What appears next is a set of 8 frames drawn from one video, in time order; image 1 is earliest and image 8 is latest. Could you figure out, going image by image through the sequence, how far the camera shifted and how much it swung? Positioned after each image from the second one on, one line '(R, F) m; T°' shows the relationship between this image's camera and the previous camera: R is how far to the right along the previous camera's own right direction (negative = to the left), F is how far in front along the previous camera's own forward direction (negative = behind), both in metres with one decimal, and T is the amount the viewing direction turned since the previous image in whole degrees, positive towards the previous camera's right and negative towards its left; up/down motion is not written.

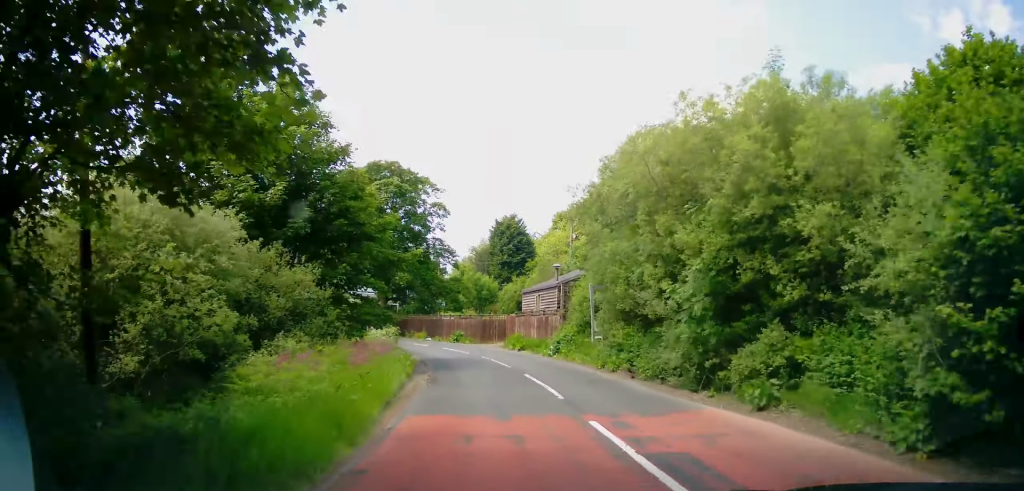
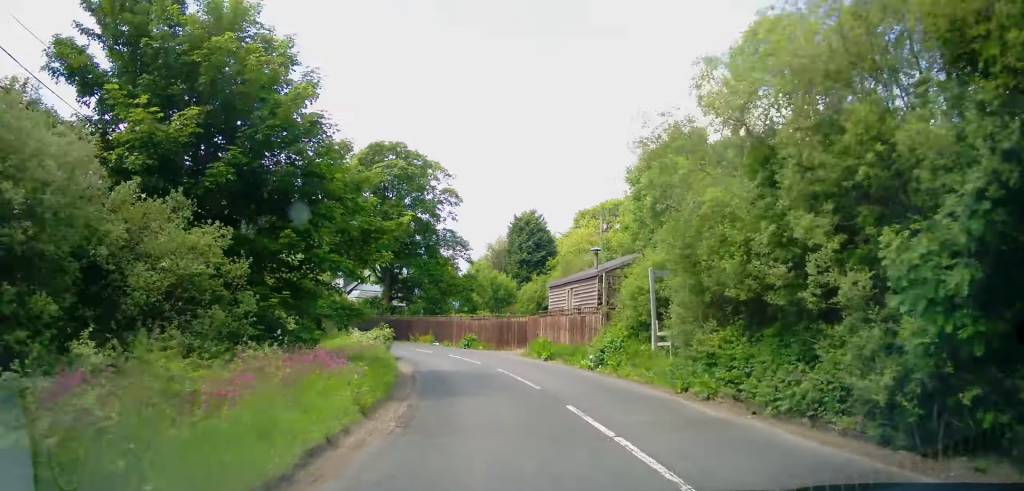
(+0.1, +6.6) m; -1°
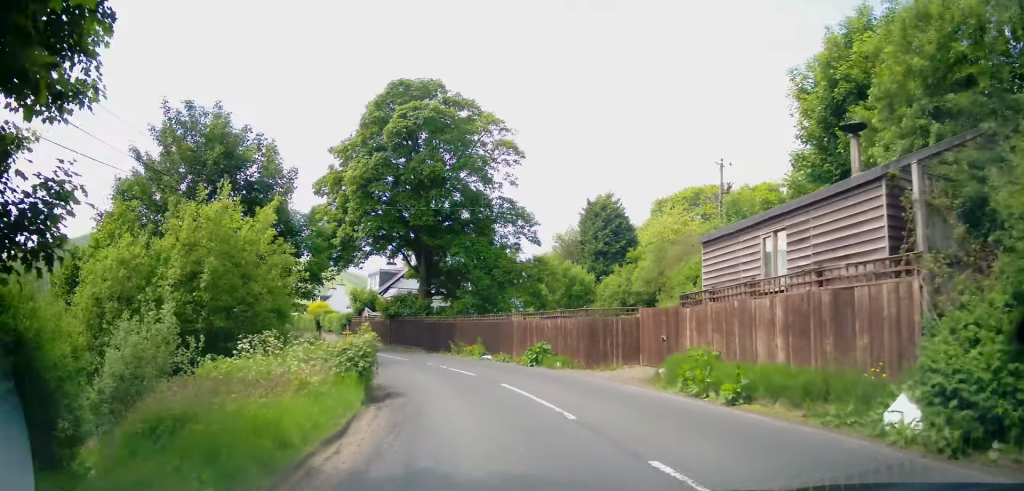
(-0.5, +13.7) m; -7°
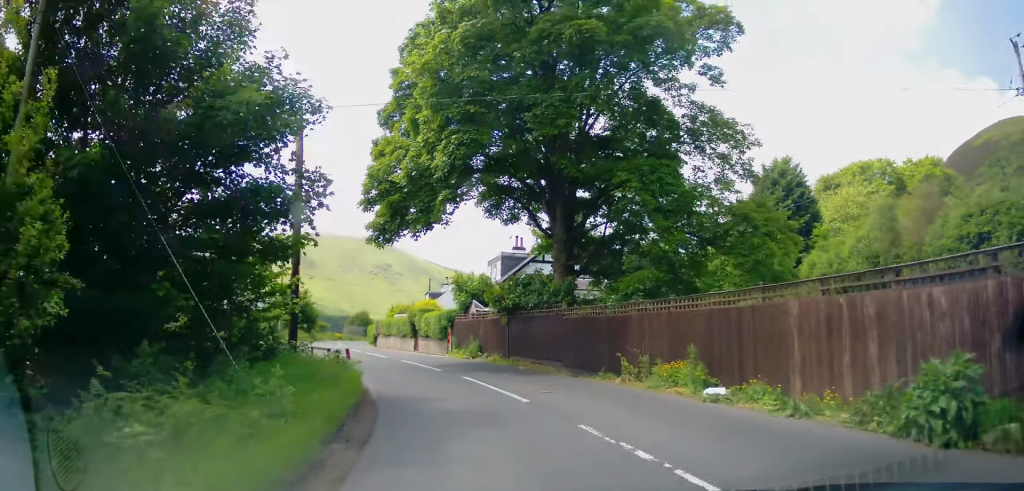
(-1.8, +15.8) m; -13°
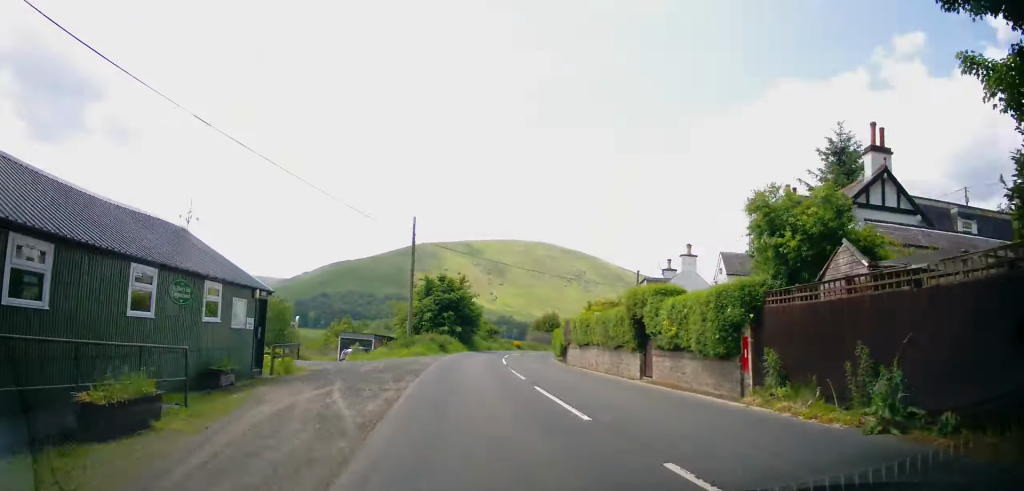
(-3.1, +20.0) m; -15°
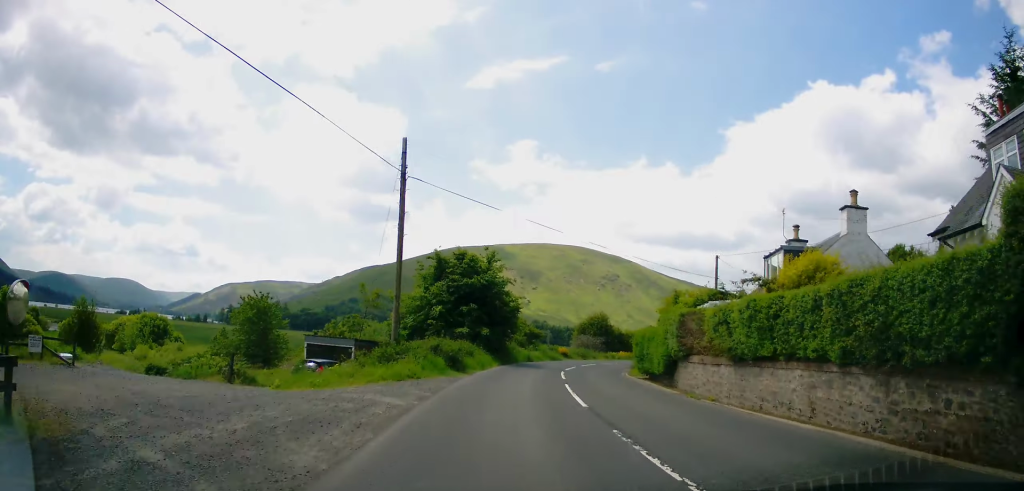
(-1.0, +14.6) m; -4°
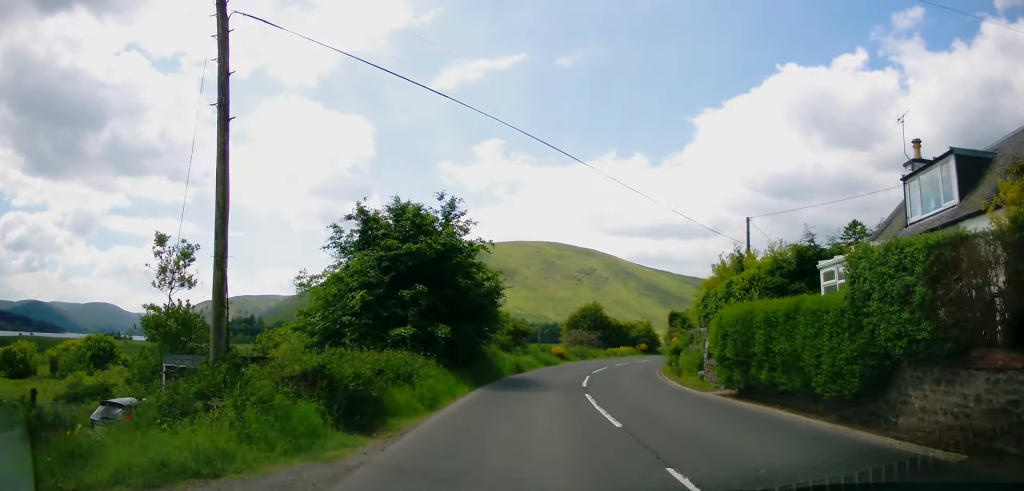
(0.0, +11.2) m; +2°
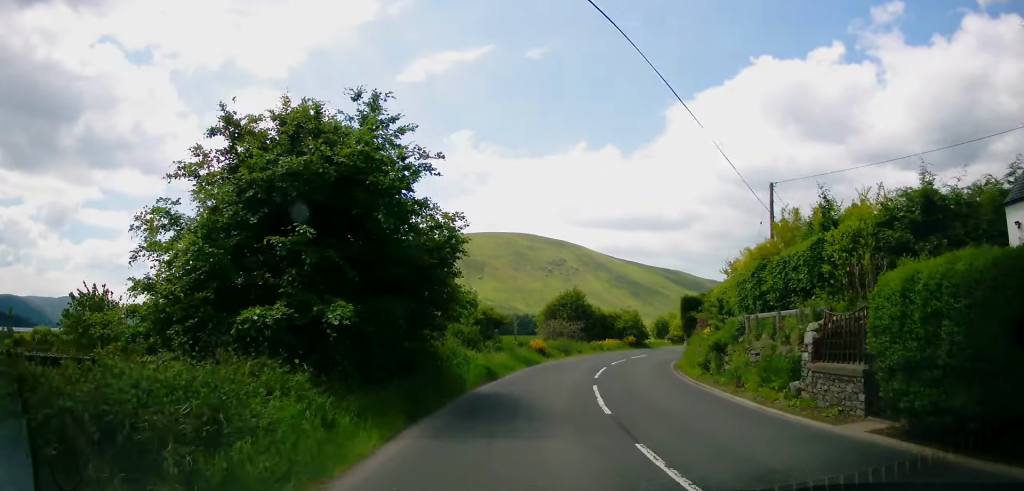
(0.0, +7.6) m; +3°
